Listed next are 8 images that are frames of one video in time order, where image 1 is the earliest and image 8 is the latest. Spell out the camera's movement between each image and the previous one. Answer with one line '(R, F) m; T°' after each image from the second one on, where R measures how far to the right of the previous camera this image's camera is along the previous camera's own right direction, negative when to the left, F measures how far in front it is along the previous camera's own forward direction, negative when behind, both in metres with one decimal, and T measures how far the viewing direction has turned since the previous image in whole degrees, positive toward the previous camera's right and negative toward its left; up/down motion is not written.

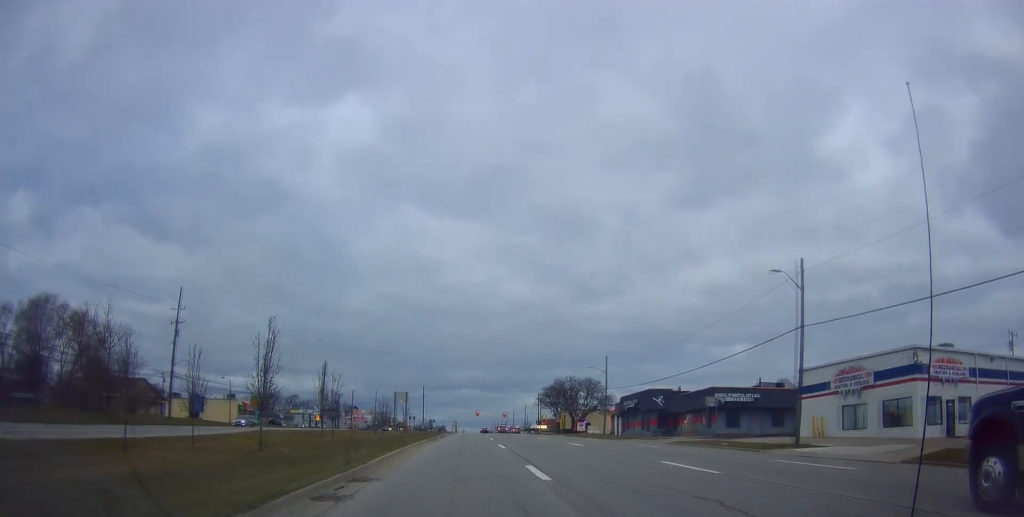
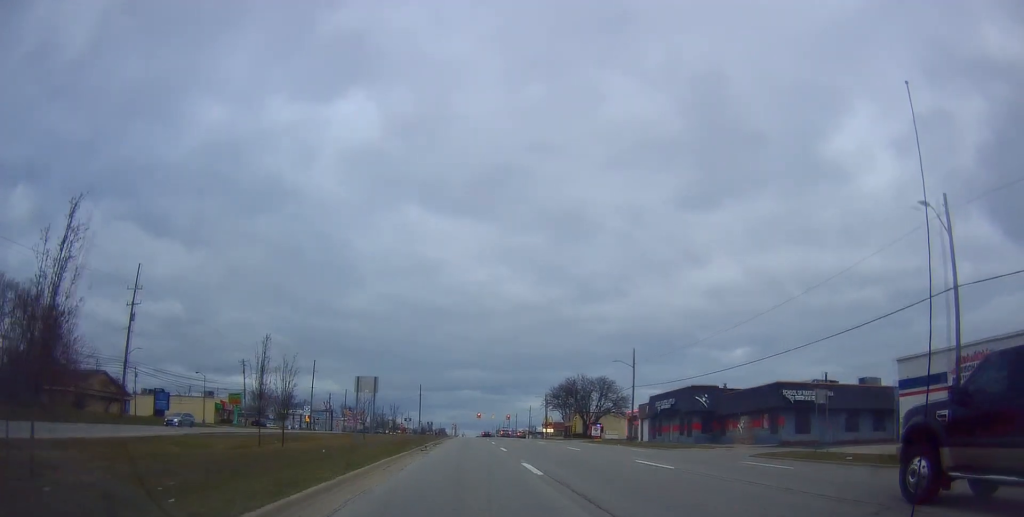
(-0.2, +13.6) m; +1°
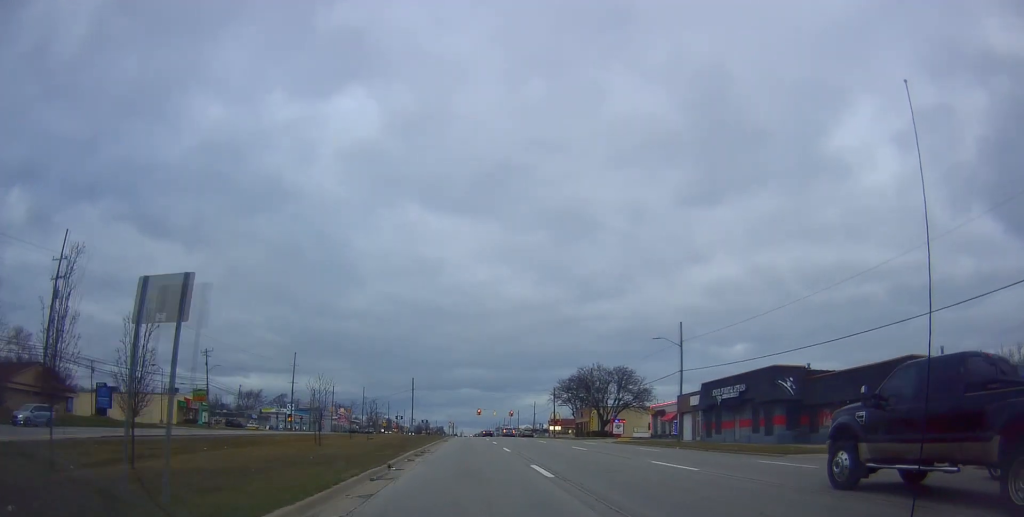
(+0.6, +16.8) m; 0°
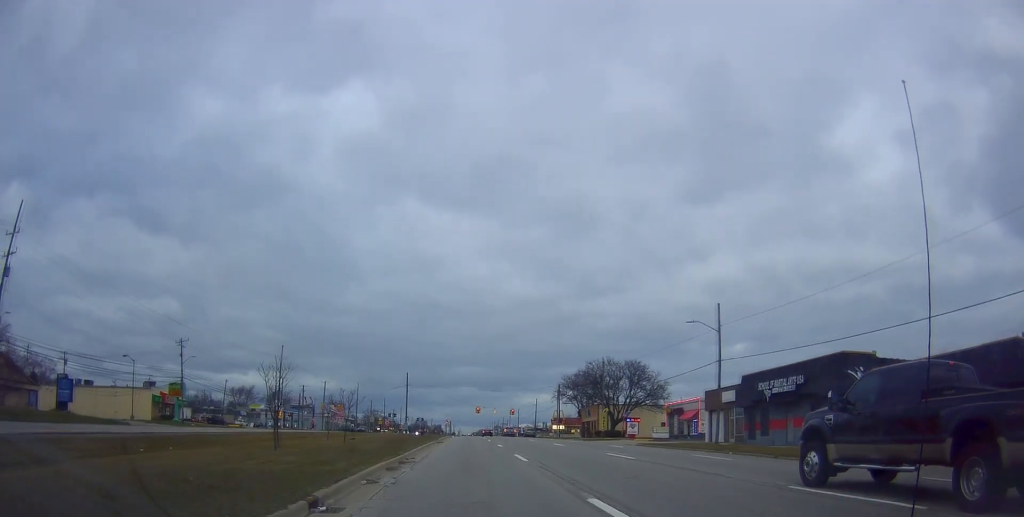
(-0.4, +8.9) m; 0°
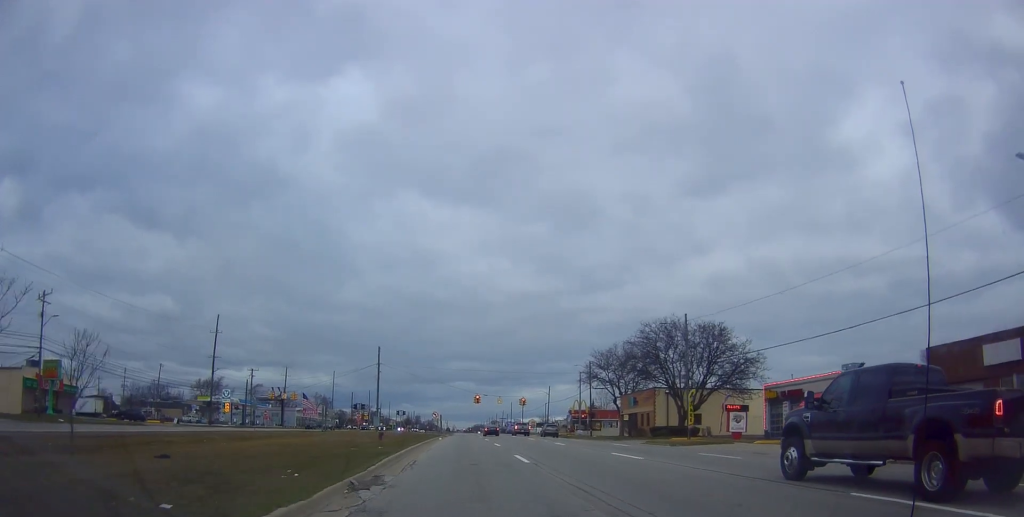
(+0.4, +34.9) m; +1°
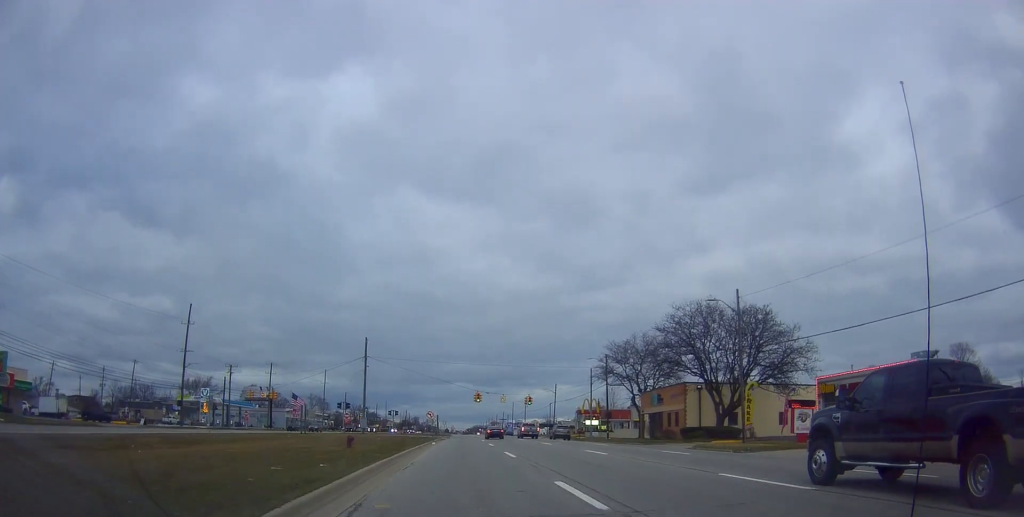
(-0.1, +11.0) m; 0°
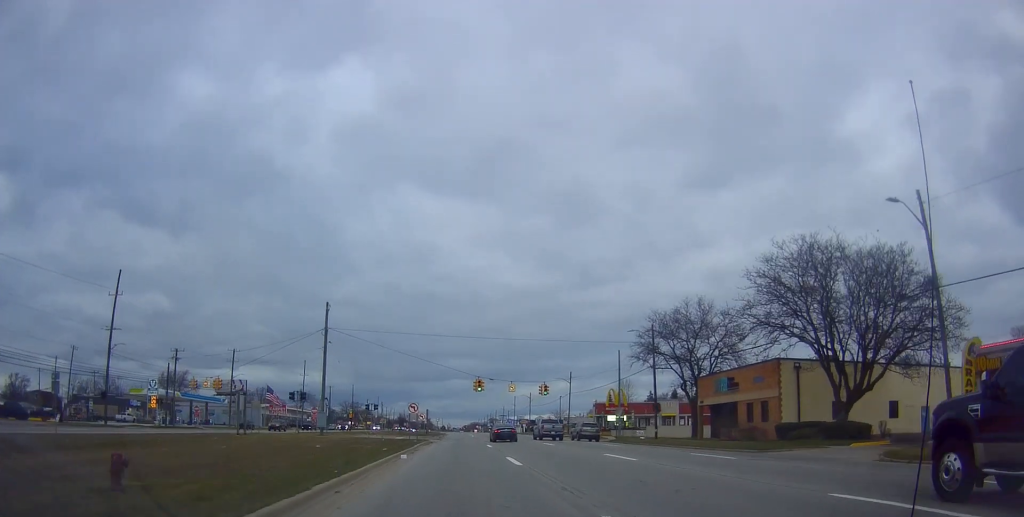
(+0.4, +21.3) m; -1°
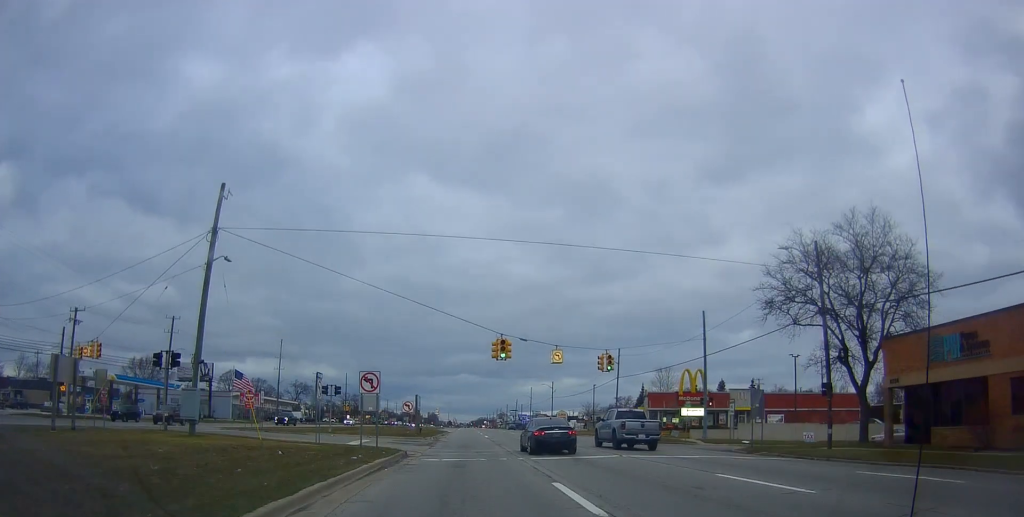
(-0.8, +28.0) m; -1°
